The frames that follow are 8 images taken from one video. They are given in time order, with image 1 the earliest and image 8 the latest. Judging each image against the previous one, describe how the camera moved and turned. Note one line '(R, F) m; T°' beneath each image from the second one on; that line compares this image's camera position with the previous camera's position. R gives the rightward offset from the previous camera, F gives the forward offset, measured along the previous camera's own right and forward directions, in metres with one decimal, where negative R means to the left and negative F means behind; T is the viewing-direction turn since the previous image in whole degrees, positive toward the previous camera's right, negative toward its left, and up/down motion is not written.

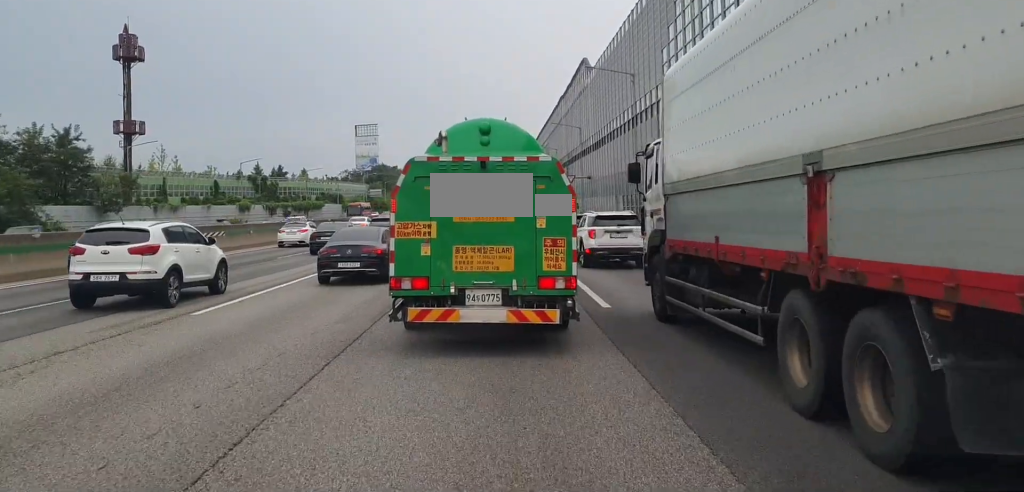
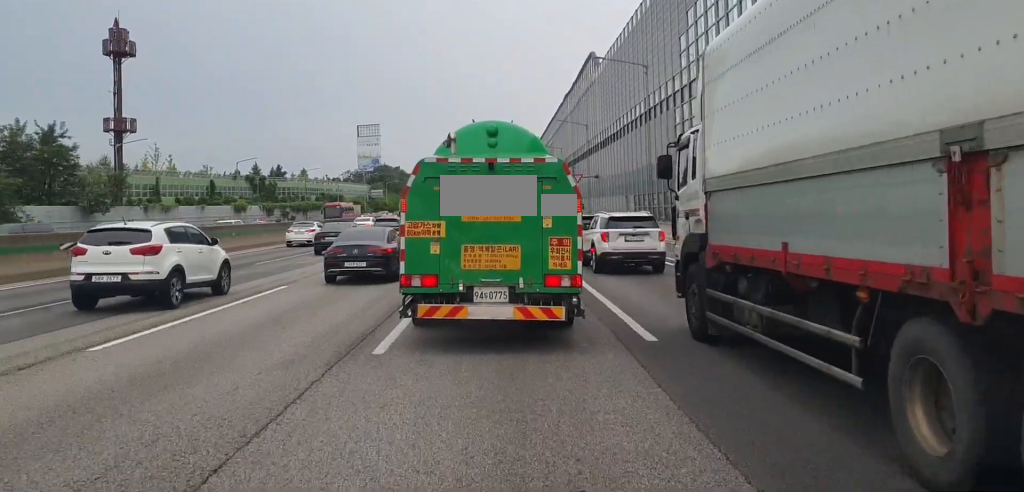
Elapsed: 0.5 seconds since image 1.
(0.0, +3.6) m; 0°
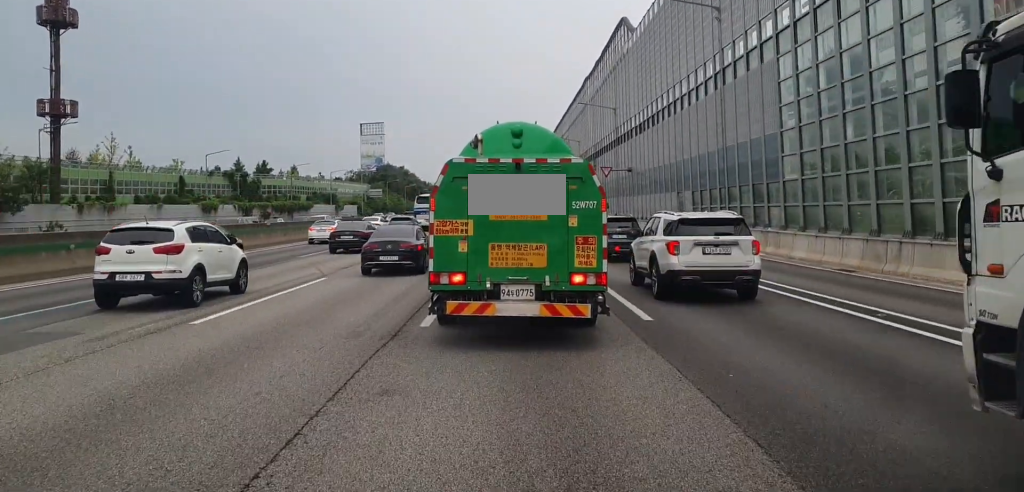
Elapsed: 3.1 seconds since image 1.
(0.0, +16.7) m; 0°
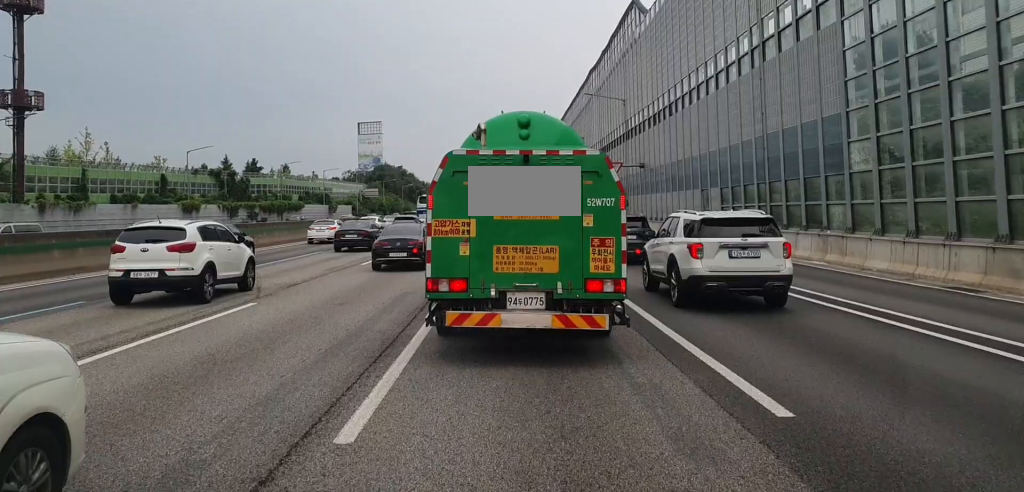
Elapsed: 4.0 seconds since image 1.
(0.0, +6.2) m; 0°
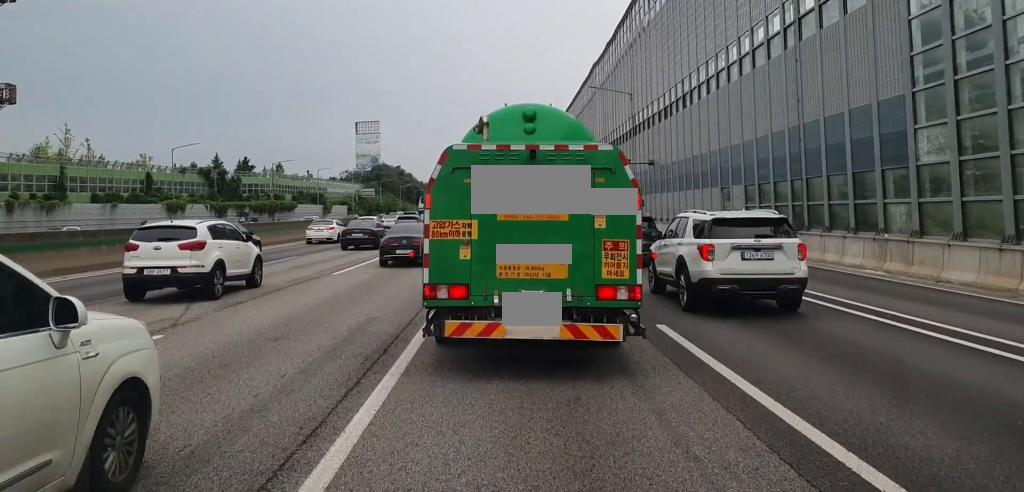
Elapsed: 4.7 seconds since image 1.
(0.0, +4.2) m; 0°
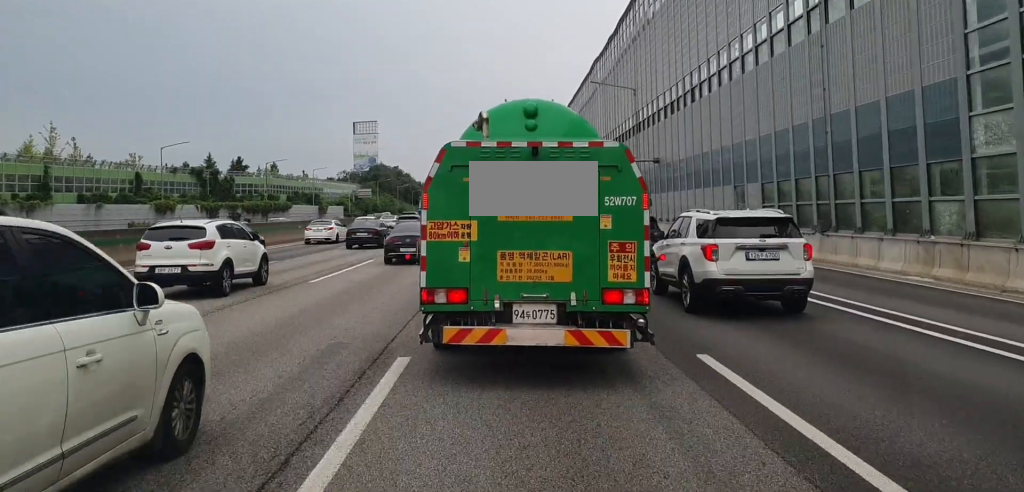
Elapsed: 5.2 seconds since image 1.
(0.0, +2.7) m; 0°
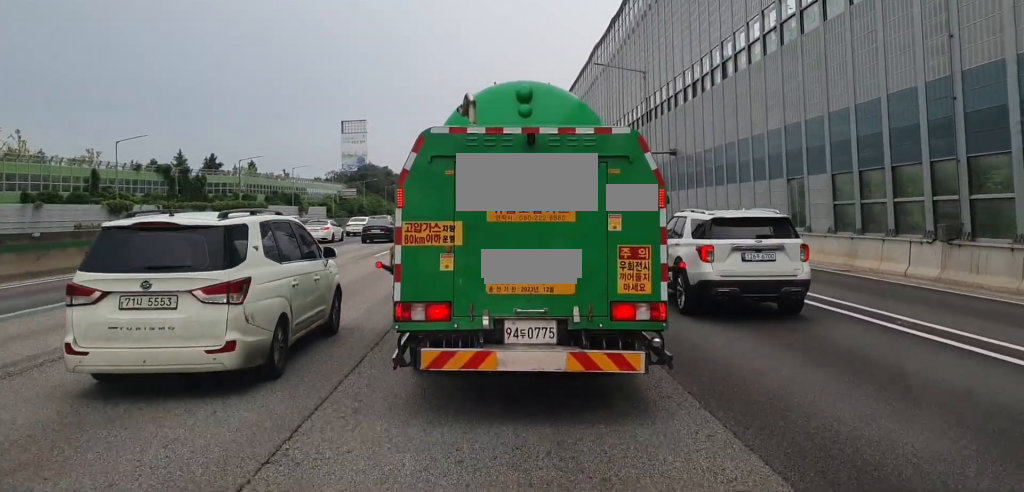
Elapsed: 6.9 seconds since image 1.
(+0.1, +8.4) m; +1°
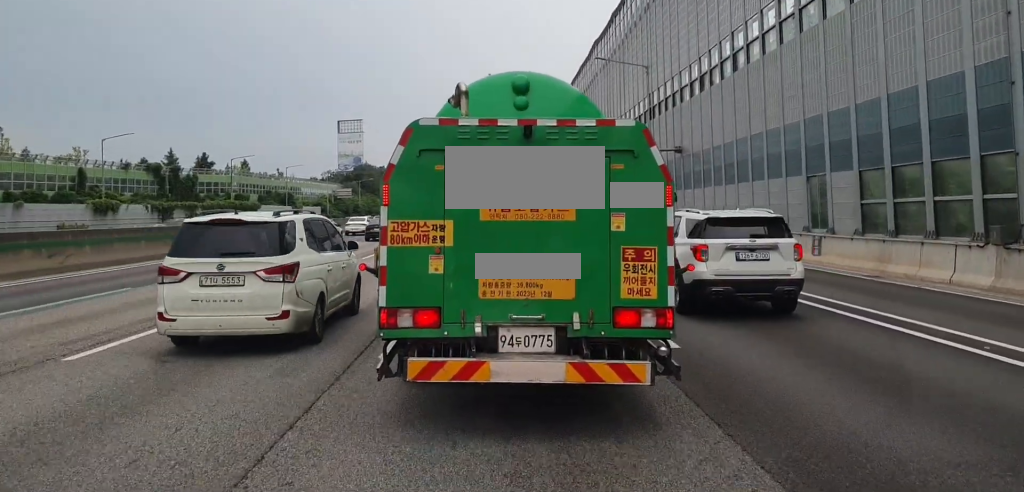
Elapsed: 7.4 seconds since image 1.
(0.0, +2.2) m; 0°
